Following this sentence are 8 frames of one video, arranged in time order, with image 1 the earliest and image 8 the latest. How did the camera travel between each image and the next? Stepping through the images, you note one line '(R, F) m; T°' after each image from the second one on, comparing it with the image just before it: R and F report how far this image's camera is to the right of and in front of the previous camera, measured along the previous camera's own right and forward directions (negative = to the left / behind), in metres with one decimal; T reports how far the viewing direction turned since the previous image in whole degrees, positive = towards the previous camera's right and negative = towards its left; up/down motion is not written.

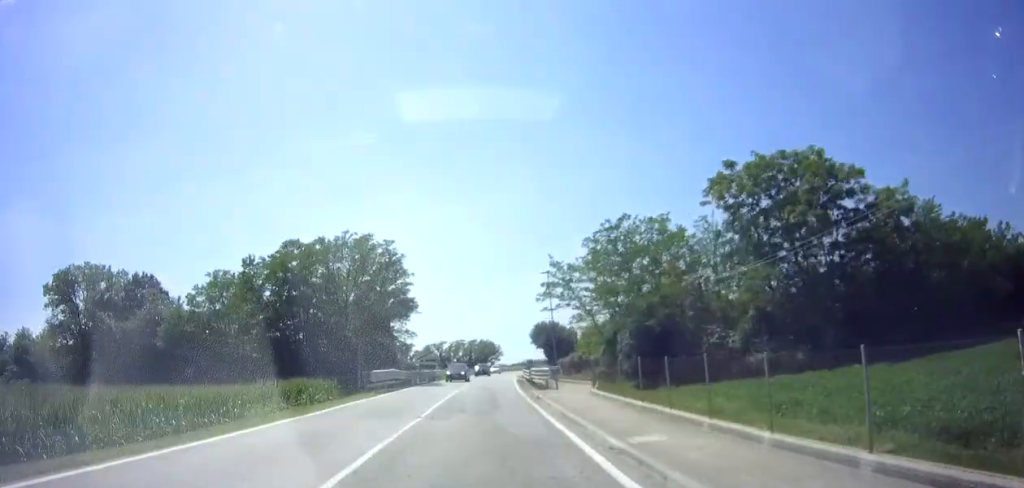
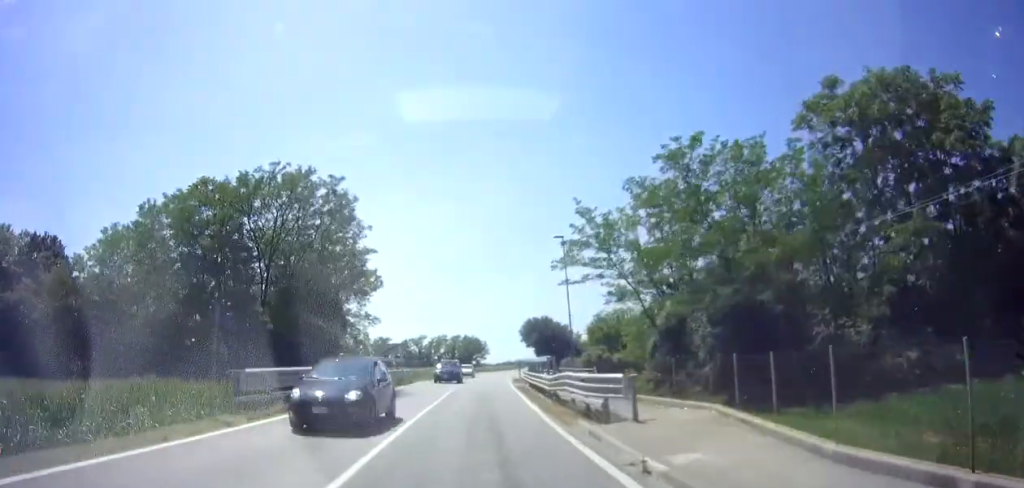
(+0.1, +13.8) m; +2°
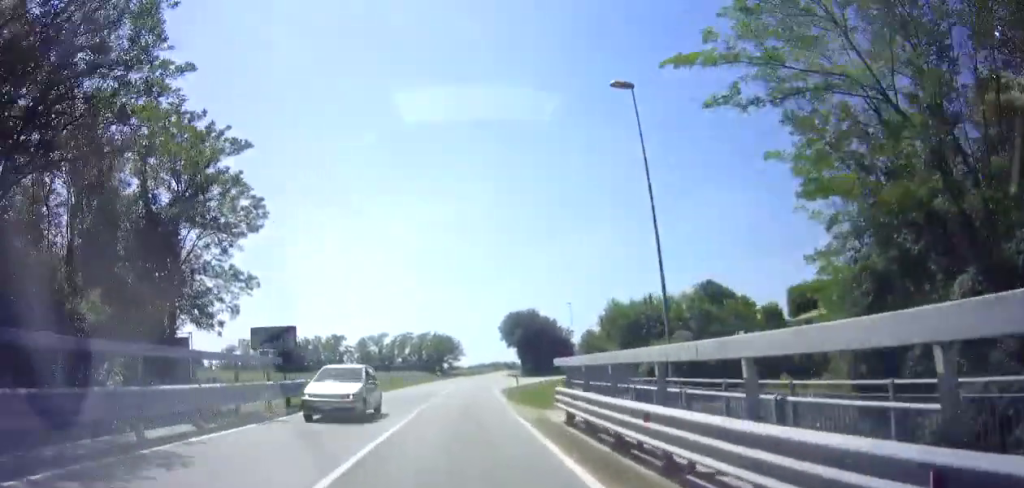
(+0.5, +19.5) m; +1°
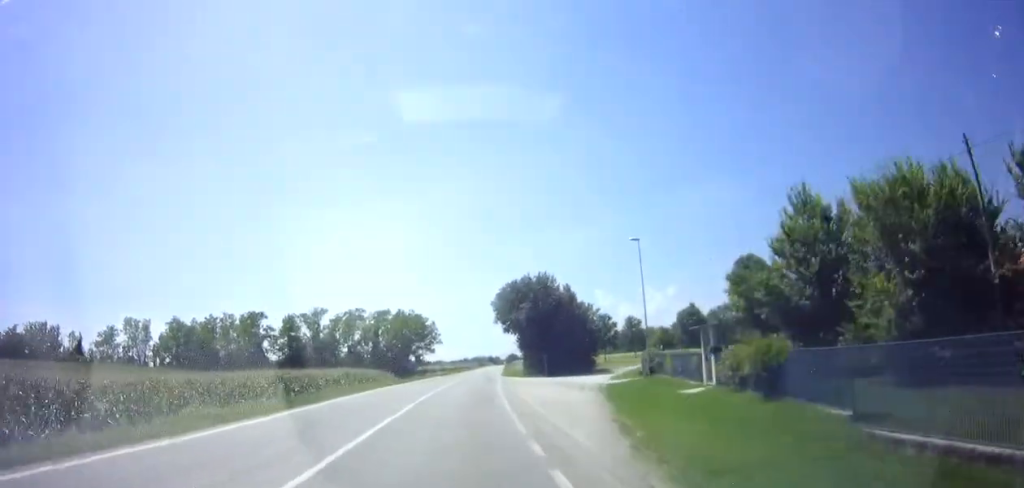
(+0.5, +33.5) m; +4°
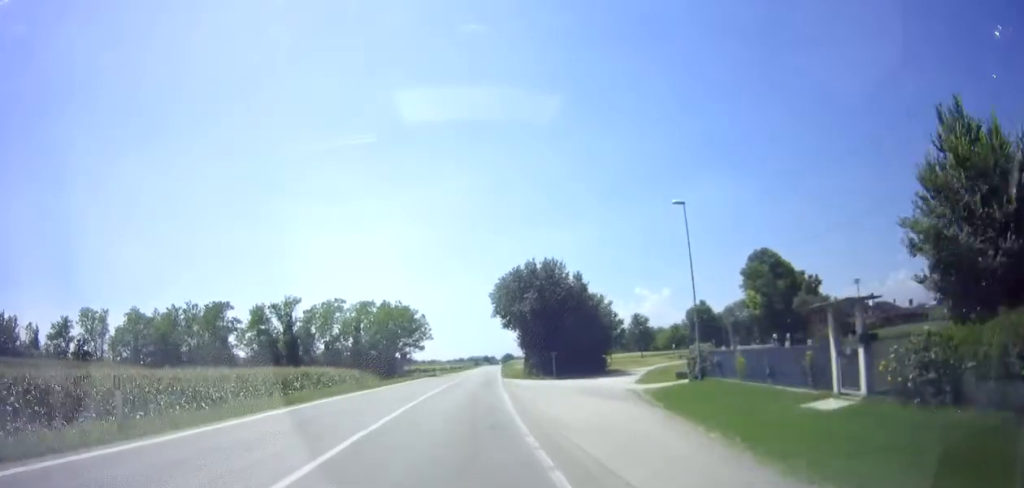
(+0.3, +8.7) m; 0°
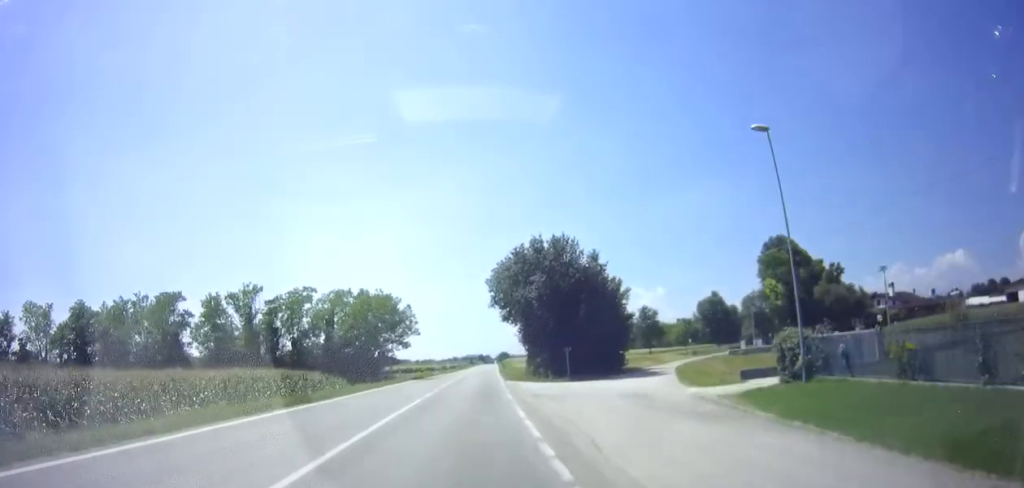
(+0.1, +9.3) m; 0°
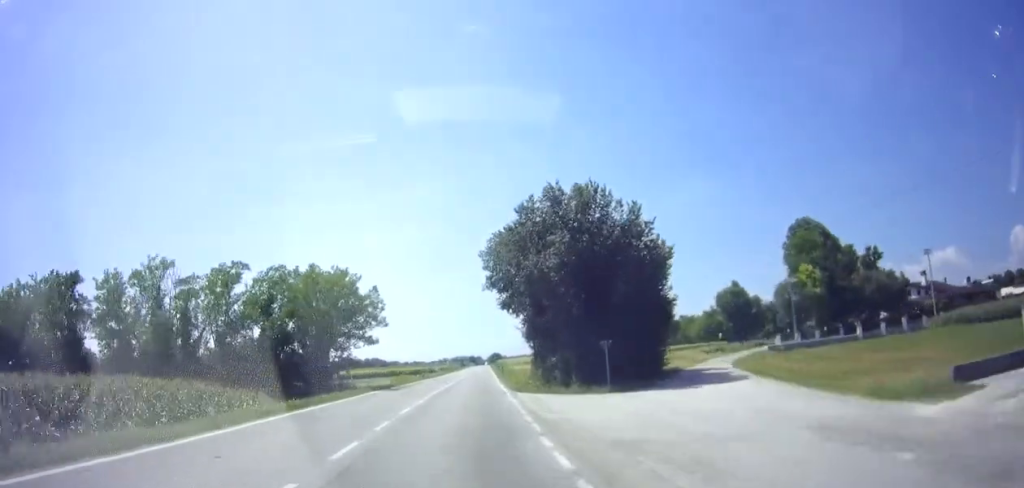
(-0.4, +14.3) m; 0°
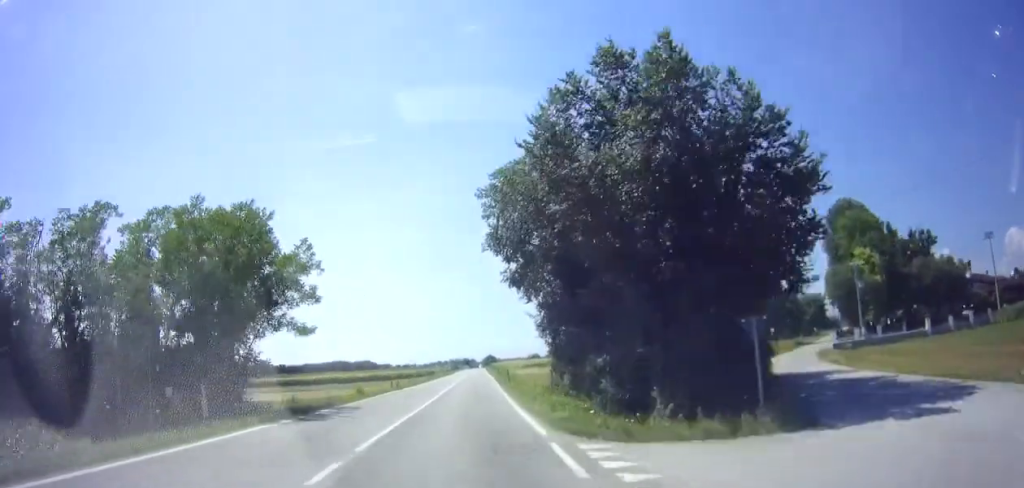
(+0.3, +14.7) m; +1°
